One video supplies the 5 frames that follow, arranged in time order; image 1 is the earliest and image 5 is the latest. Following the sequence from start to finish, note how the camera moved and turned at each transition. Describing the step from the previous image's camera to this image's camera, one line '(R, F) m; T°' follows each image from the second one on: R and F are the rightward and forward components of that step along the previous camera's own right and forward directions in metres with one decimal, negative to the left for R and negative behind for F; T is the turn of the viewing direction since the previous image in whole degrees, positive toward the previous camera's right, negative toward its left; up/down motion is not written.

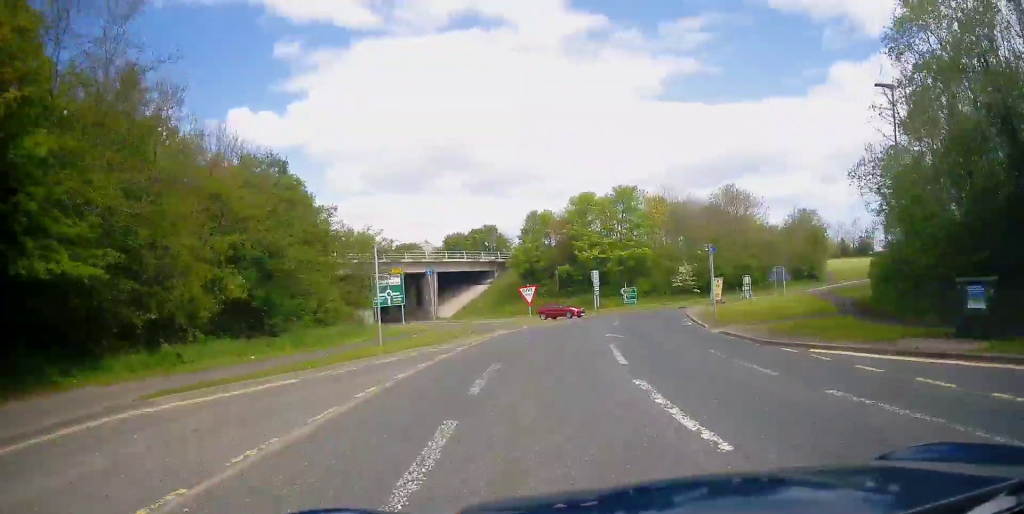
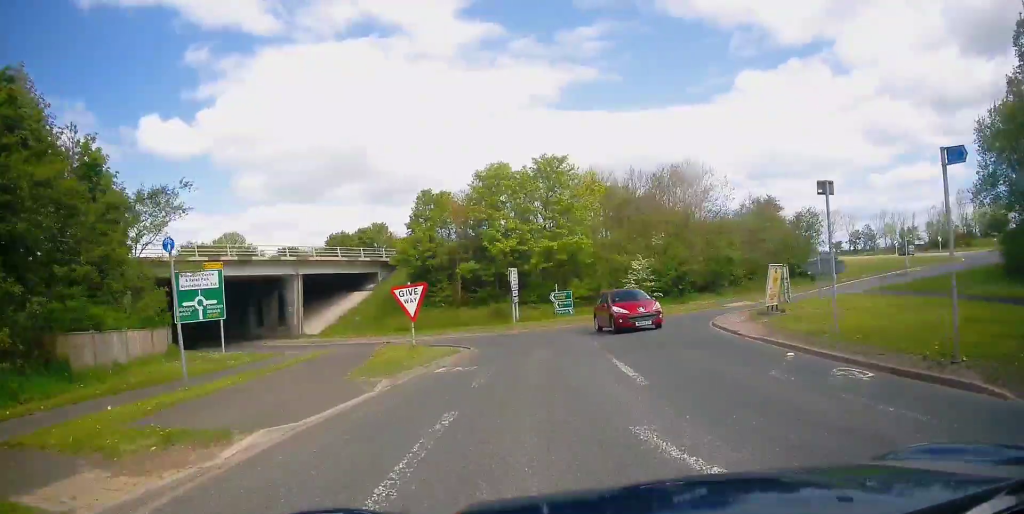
(+1.5, +17.3) m; +9°
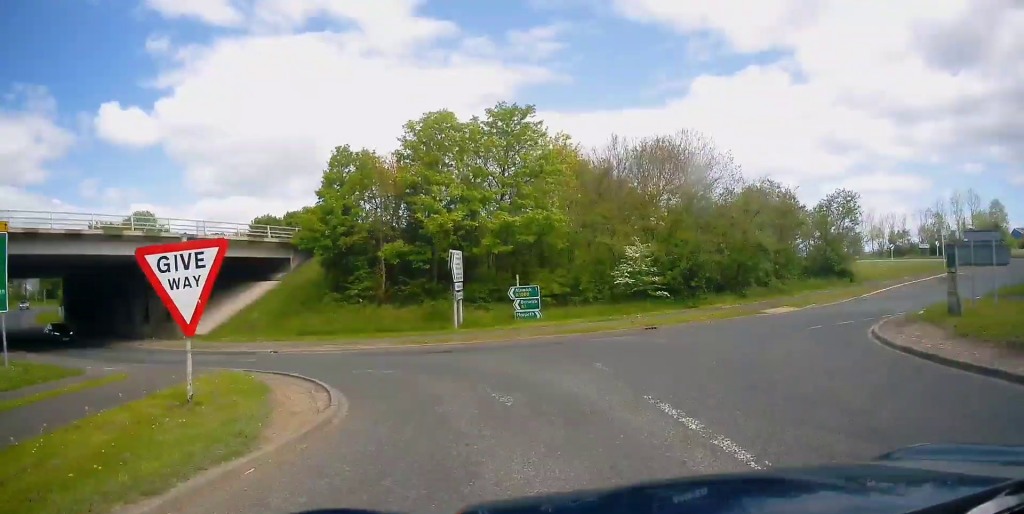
(+0.7, +12.9) m; +2°
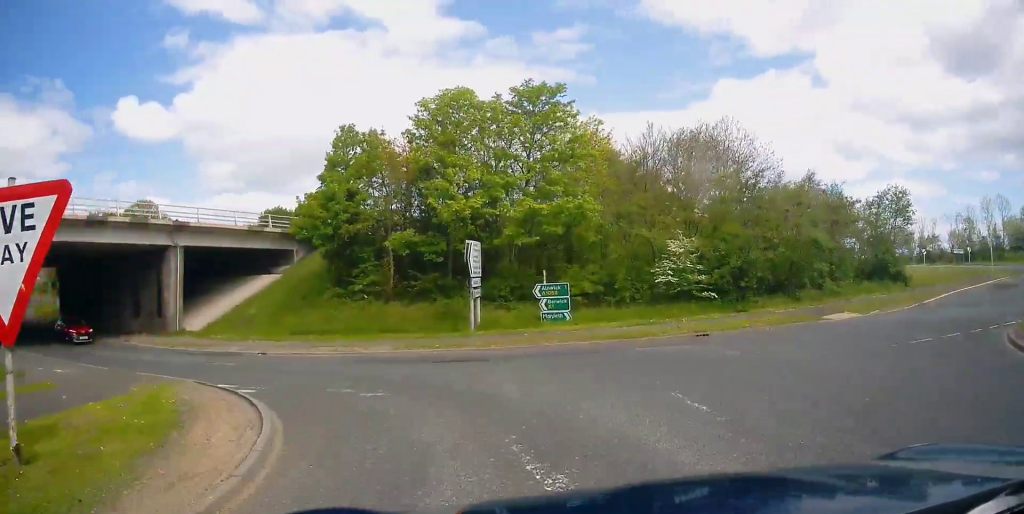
(0.0, +4.0) m; -3°
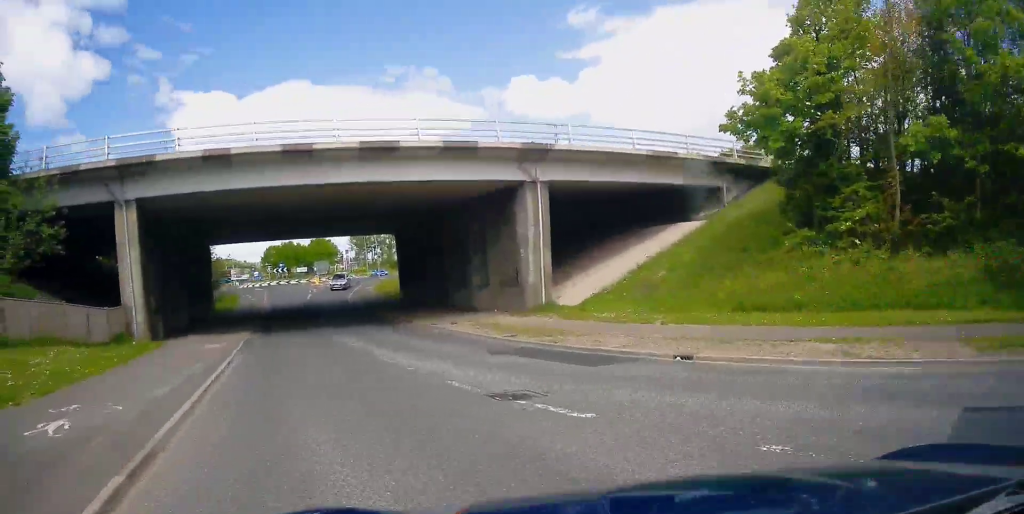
(-3.7, +12.9) m; -38°
